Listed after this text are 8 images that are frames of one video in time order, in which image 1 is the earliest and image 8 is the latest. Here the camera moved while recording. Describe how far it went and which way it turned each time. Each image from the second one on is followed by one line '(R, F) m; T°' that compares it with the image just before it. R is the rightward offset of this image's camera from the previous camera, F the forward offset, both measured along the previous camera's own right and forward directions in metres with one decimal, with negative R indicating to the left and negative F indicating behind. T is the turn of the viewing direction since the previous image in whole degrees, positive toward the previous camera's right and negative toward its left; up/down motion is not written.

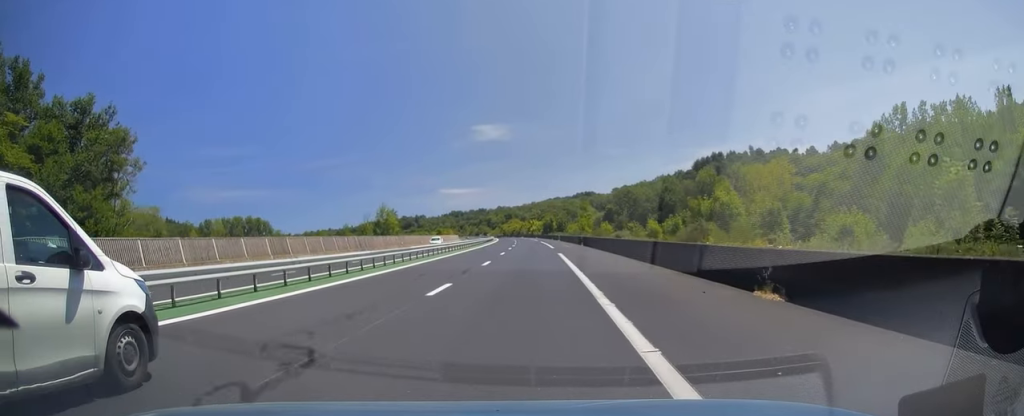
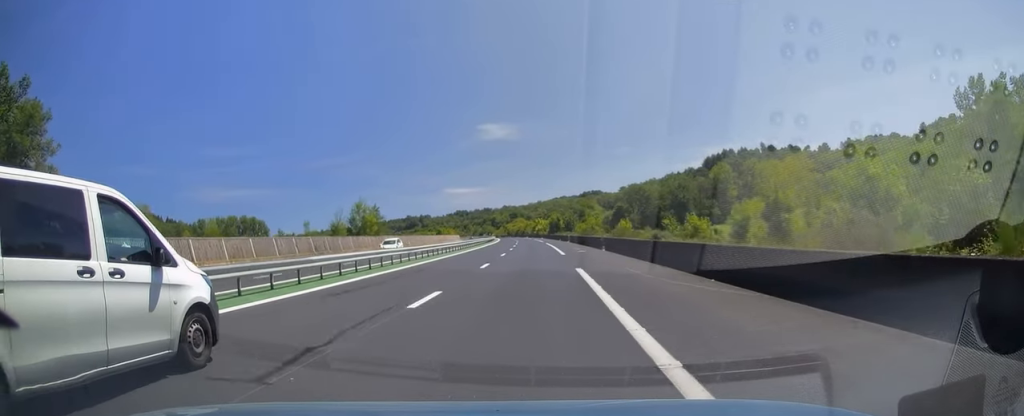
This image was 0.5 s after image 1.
(-0.2, +15.1) m; -1°
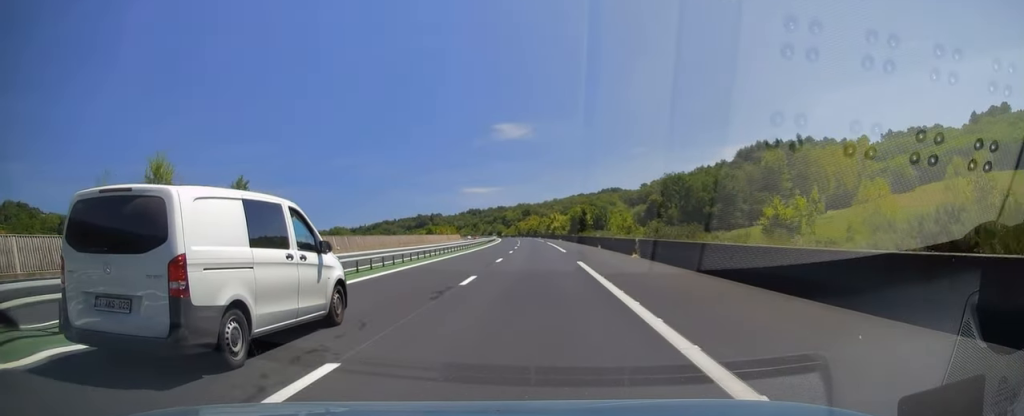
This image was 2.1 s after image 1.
(-0.9, +46.9) m; -2°
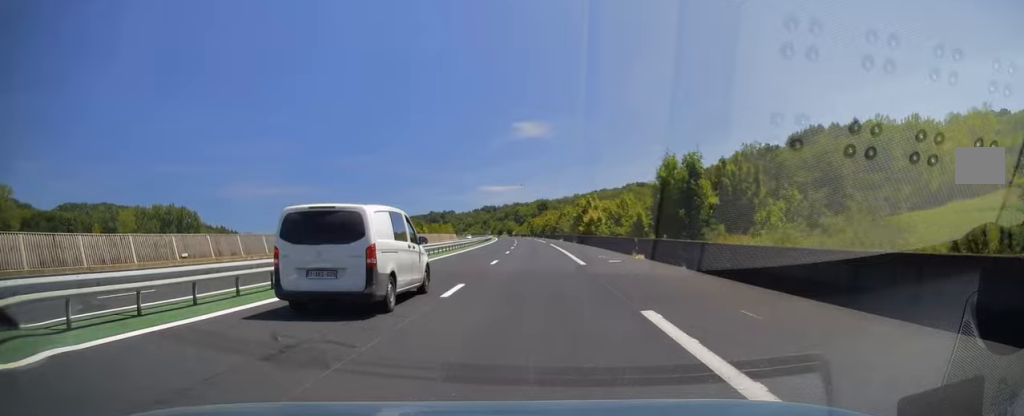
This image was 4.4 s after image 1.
(-1.1, +68.0) m; -1°
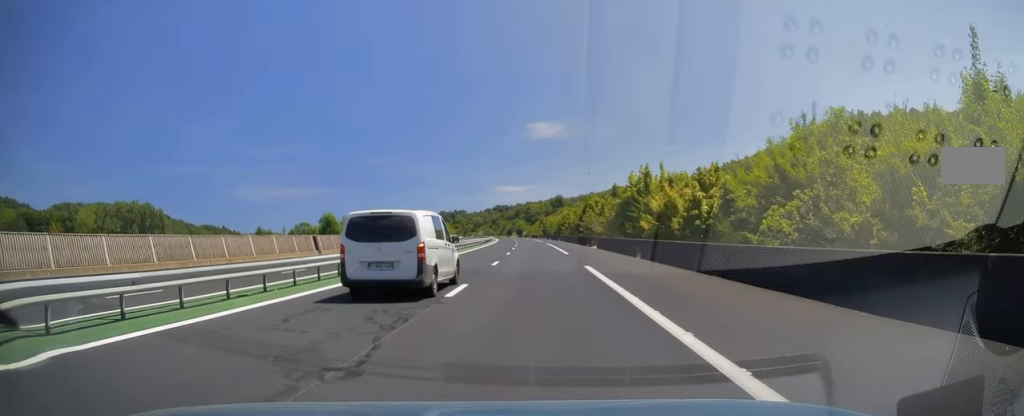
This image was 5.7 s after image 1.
(0.0, +38.6) m; -1°
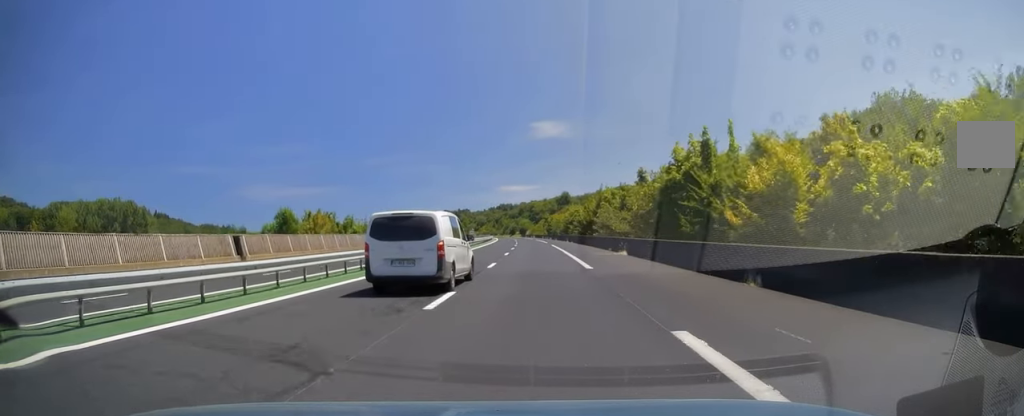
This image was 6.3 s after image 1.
(-0.2, +15.2) m; -1°
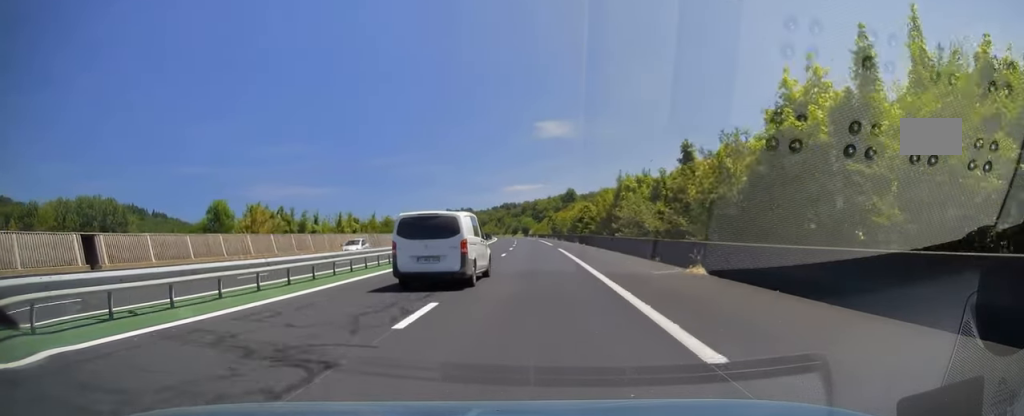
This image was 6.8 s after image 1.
(0.0, +15.1) m; -1°
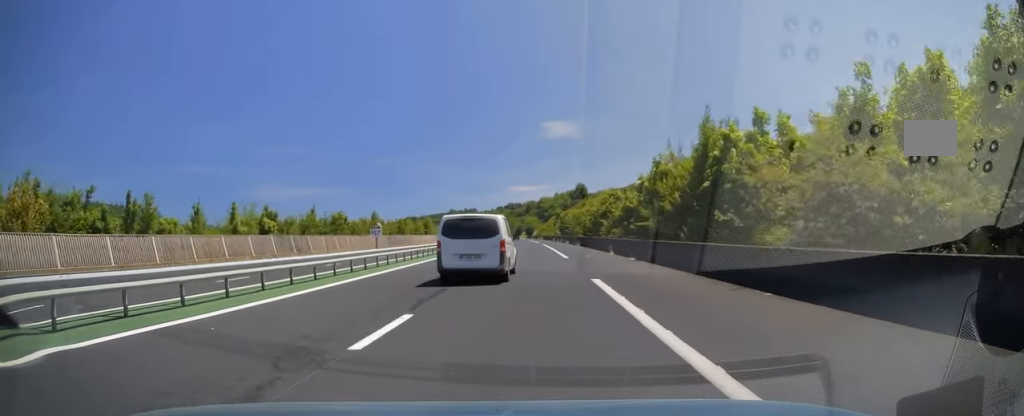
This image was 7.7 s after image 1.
(-0.4, +27.4) m; -1°
